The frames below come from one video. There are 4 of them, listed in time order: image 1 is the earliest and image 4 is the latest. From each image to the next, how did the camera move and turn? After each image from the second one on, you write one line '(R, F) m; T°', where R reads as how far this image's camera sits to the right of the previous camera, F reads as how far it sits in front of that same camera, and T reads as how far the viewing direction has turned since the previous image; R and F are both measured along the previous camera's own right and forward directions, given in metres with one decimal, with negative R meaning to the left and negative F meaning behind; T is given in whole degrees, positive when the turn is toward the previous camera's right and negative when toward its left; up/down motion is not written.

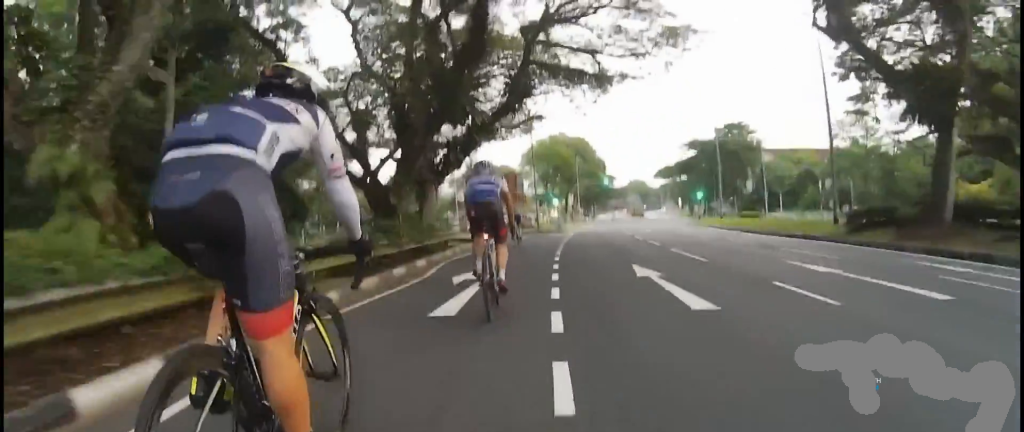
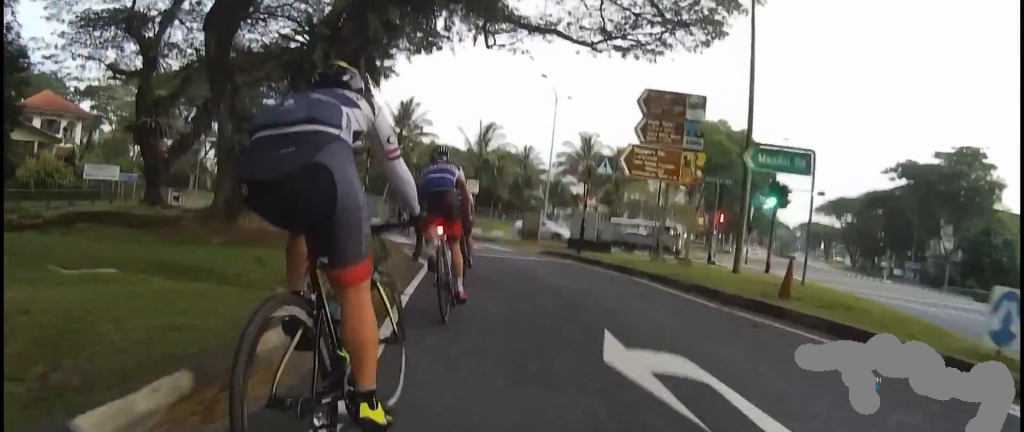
(-2.9, +31.0) m; -16°
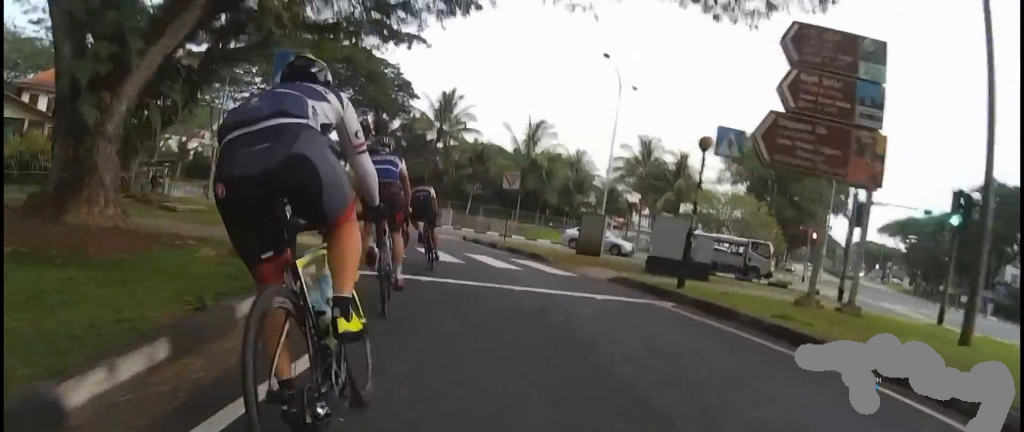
(-0.8, +6.4) m; -8°
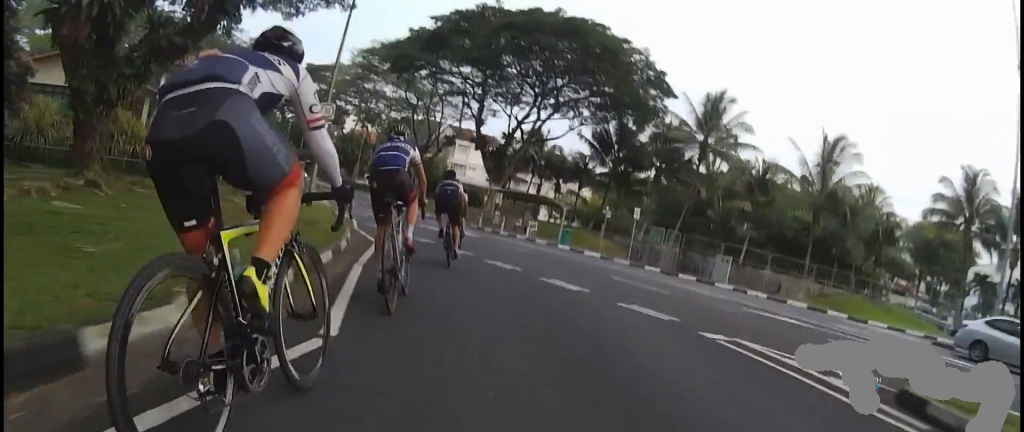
(-2.1, +16.0) m; -18°
